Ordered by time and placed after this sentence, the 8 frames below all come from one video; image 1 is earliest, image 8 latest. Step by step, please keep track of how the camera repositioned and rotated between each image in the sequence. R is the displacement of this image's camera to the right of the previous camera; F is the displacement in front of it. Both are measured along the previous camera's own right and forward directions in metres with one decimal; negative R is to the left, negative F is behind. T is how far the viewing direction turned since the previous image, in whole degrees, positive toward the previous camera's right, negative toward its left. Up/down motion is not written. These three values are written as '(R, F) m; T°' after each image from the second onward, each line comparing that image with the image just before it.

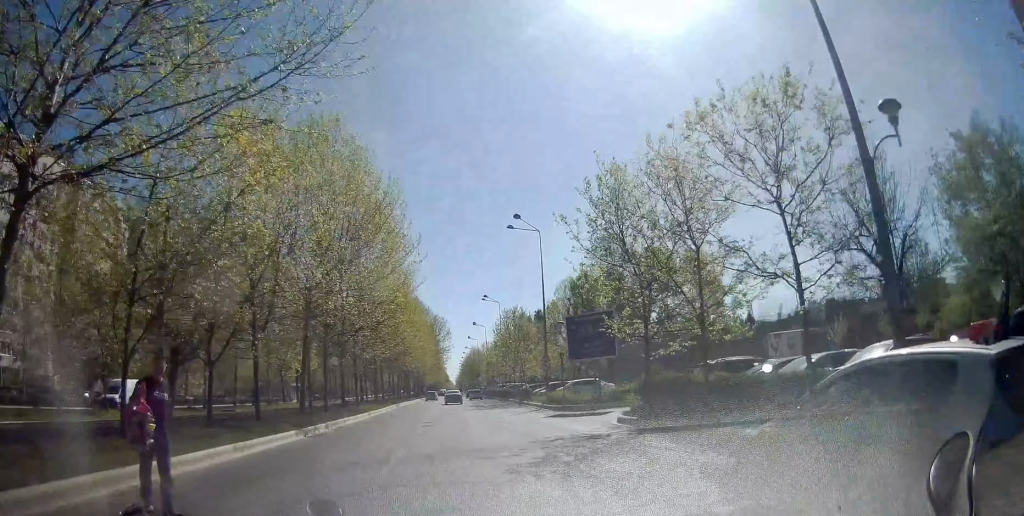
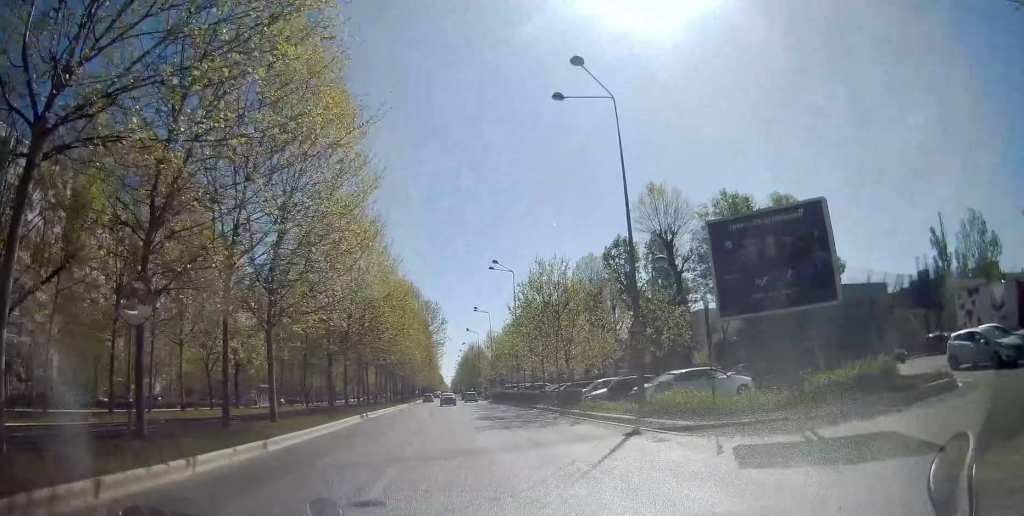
(+0.4, +19.6) m; +1°
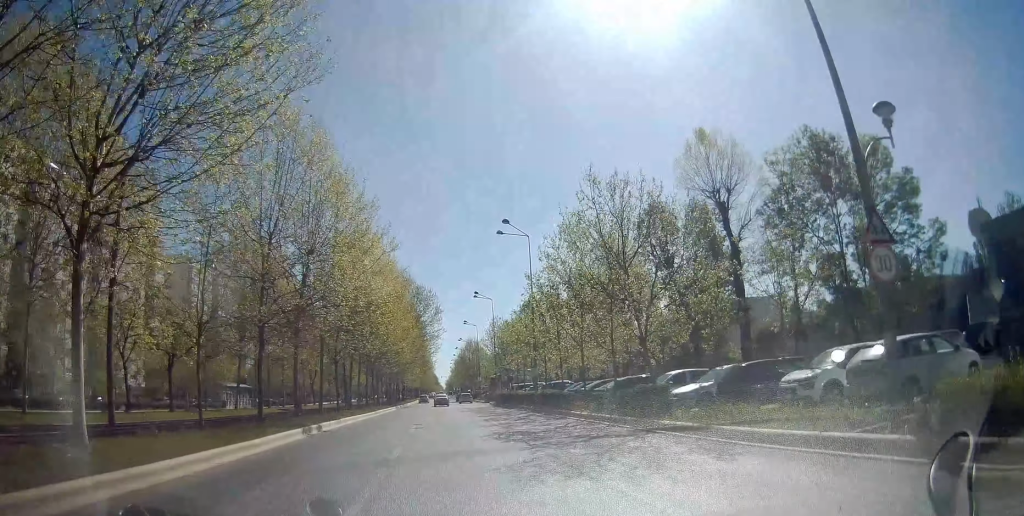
(-0.1, +12.5) m; -1°
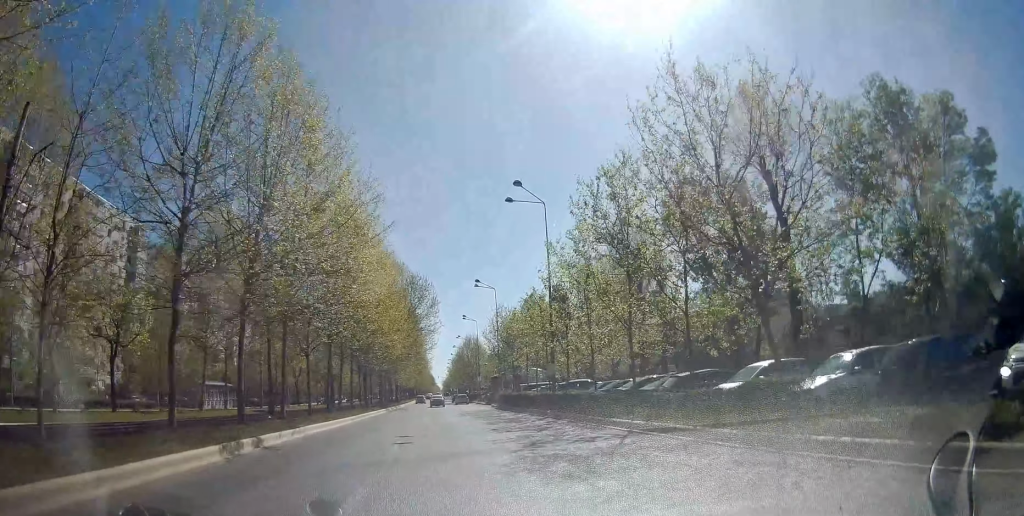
(-0.1, +7.5) m; -1°
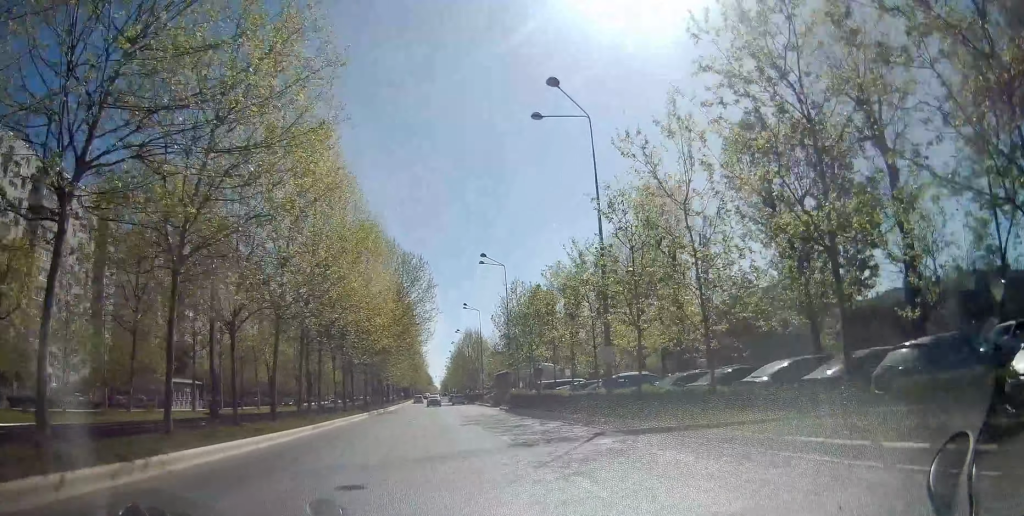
(0.0, +11.2) m; +1°
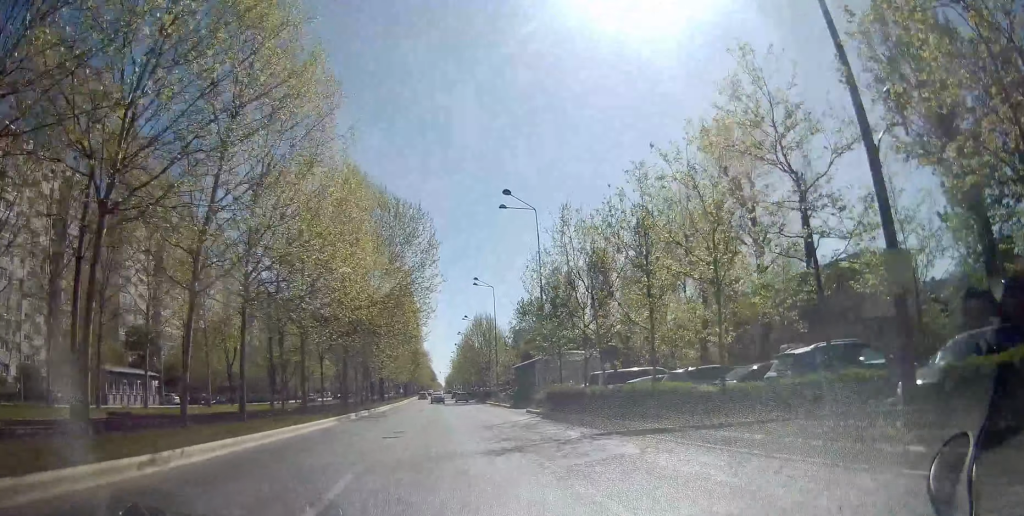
(+0.3, +14.5) m; 0°
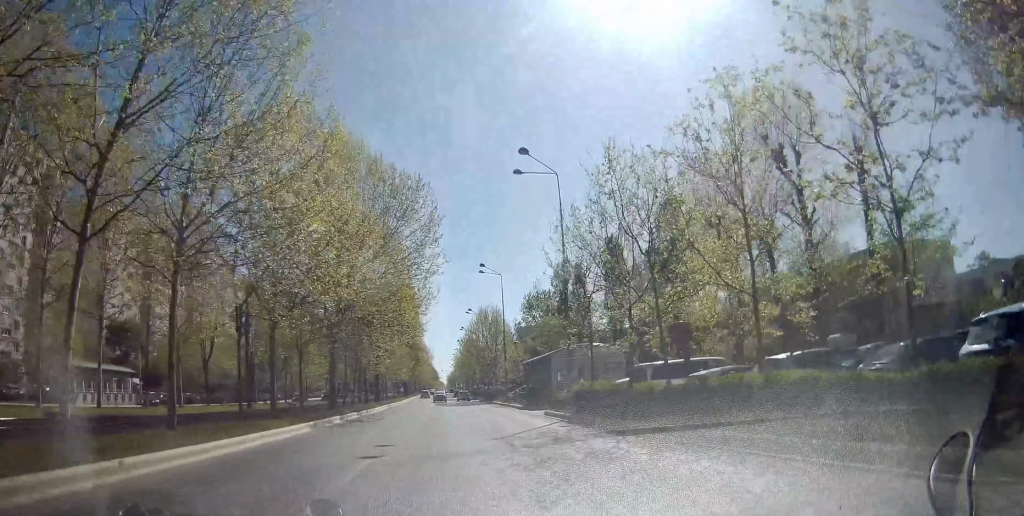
(-0.1, +6.1) m; -1°
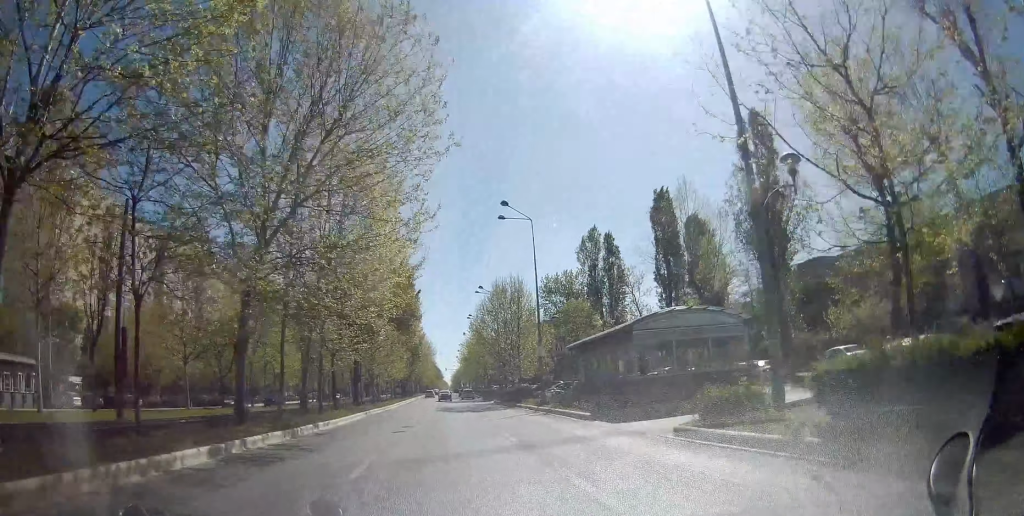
(-0.4, +17.8) m; 0°
